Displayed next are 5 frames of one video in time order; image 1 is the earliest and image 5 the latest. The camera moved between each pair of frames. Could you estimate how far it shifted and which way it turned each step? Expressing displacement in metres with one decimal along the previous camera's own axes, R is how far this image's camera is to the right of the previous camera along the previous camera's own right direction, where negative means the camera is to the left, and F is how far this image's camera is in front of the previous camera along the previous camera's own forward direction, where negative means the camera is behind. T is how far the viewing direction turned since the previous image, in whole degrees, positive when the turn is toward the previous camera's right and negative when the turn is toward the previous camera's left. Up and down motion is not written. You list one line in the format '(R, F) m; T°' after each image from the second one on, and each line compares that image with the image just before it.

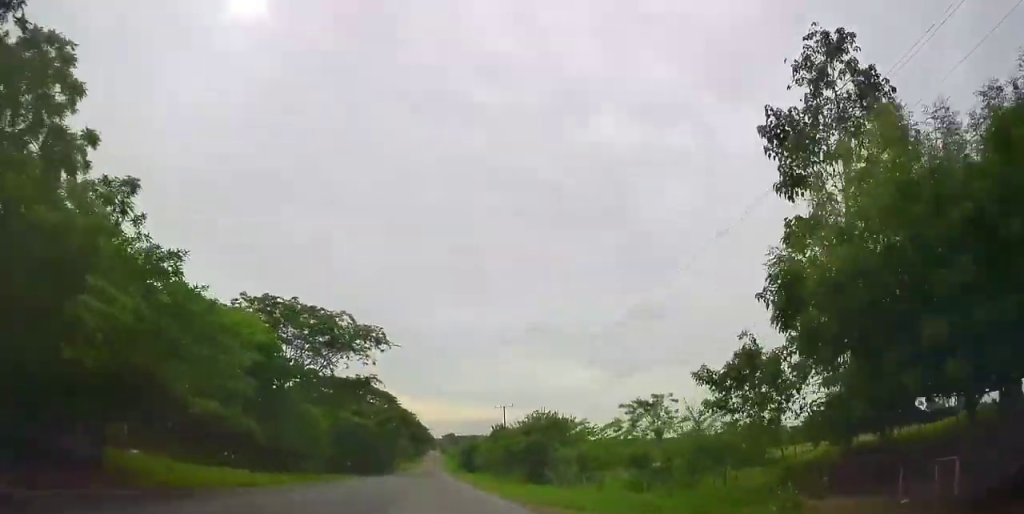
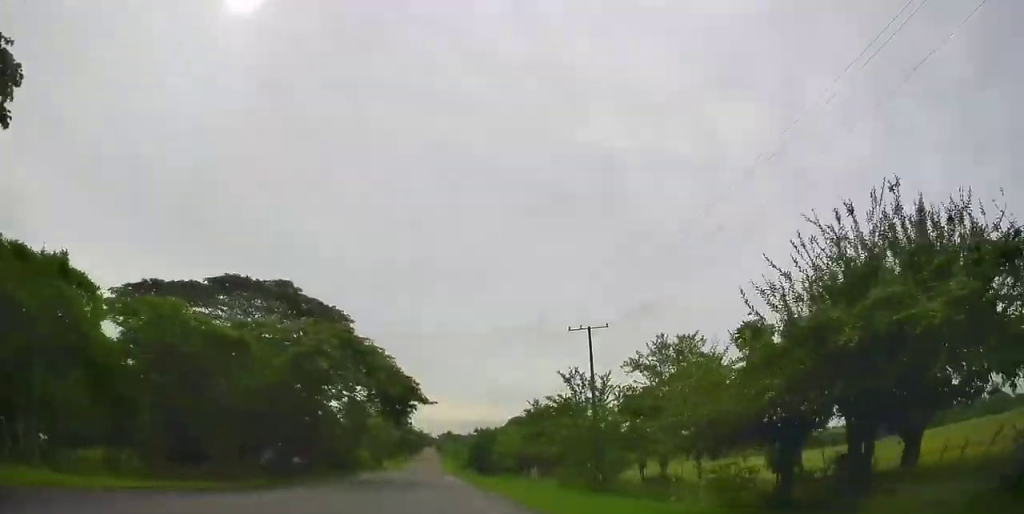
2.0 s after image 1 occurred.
(+0.6, +44.0) m; +1°
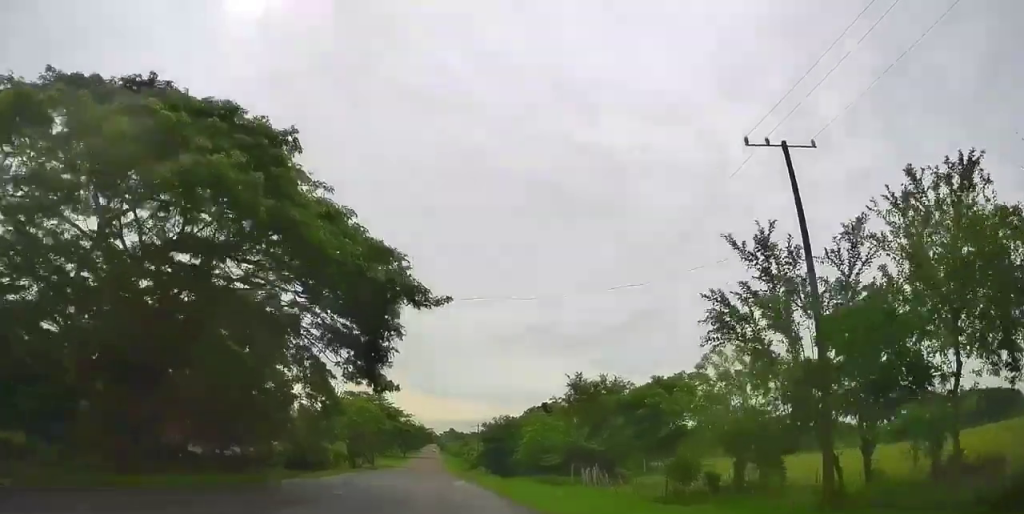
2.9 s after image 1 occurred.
(-0.1, +20.7) m; 0°
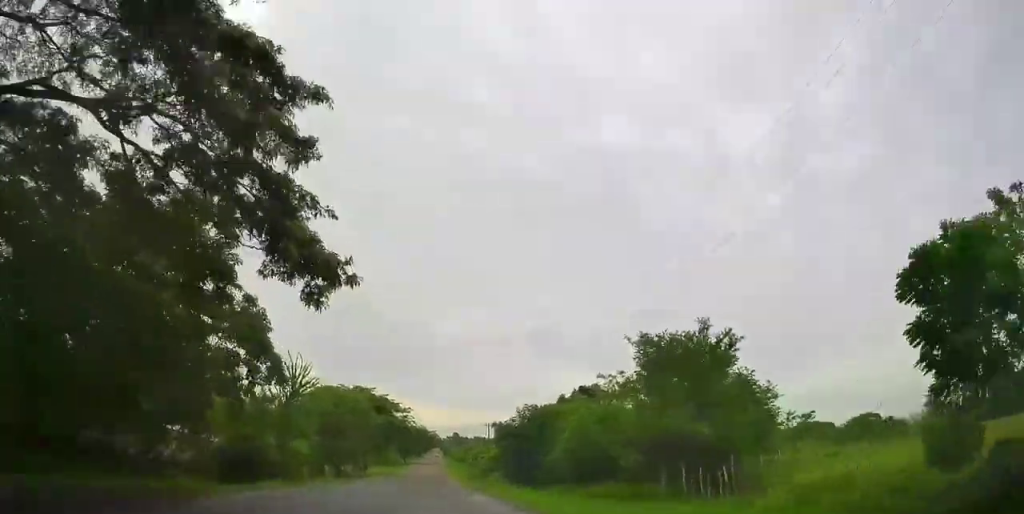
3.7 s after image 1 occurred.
(+0.1, +17.2) m; 0°
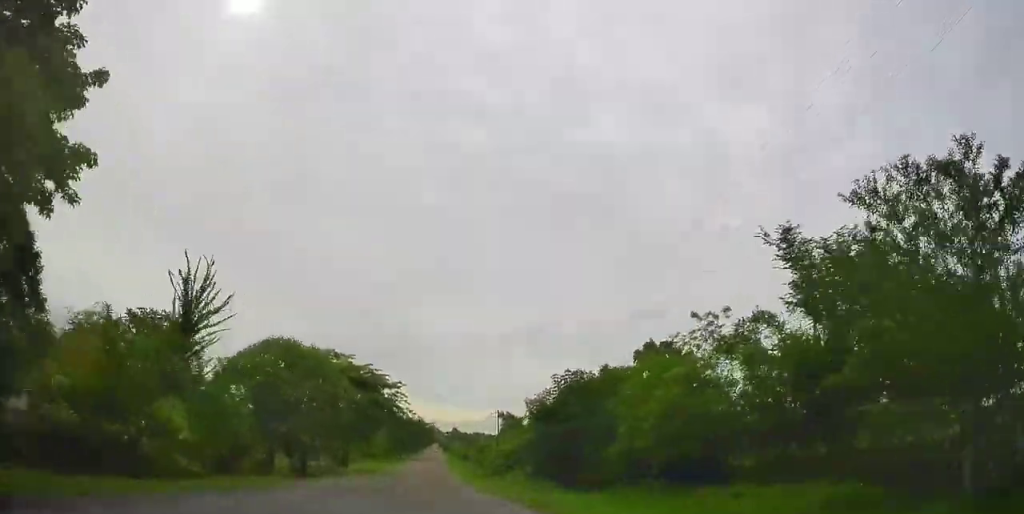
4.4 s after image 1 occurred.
(+0.2, +17.3) m; 0°
